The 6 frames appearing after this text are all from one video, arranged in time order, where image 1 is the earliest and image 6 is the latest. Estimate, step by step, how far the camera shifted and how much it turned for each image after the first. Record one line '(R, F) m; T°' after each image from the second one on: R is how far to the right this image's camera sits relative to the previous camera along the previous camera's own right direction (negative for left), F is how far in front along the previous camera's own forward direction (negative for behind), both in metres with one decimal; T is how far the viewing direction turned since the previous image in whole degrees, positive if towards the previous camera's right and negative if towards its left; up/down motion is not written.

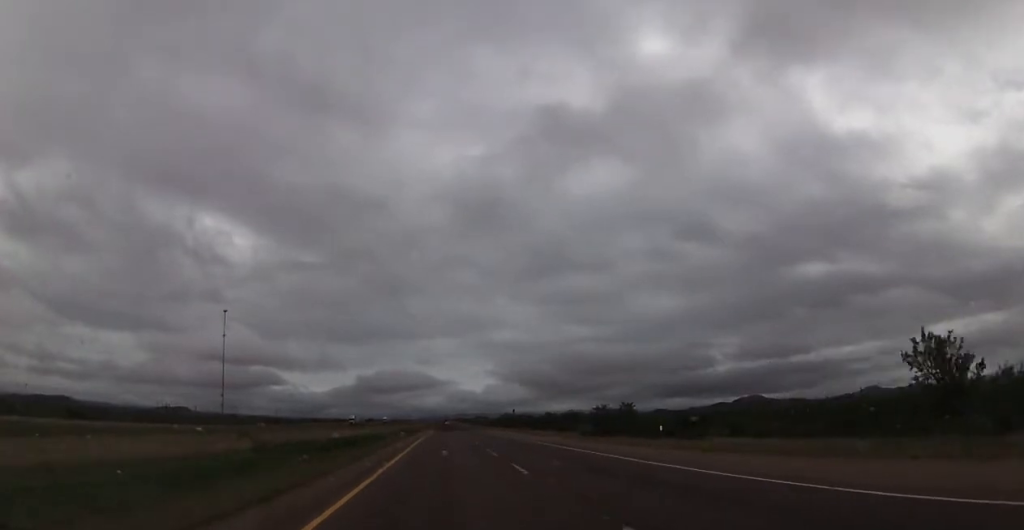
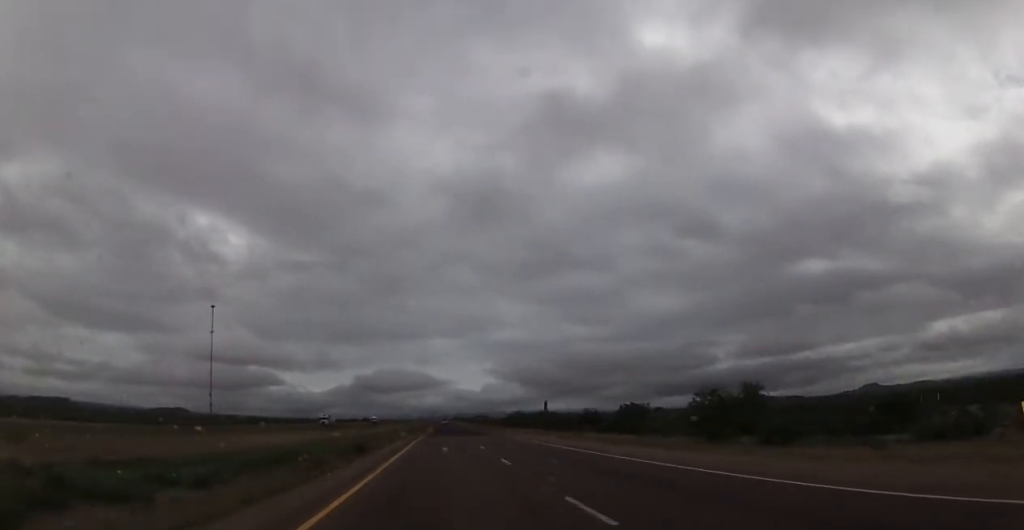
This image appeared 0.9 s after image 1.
(+0.1, +33.0) m; 0°
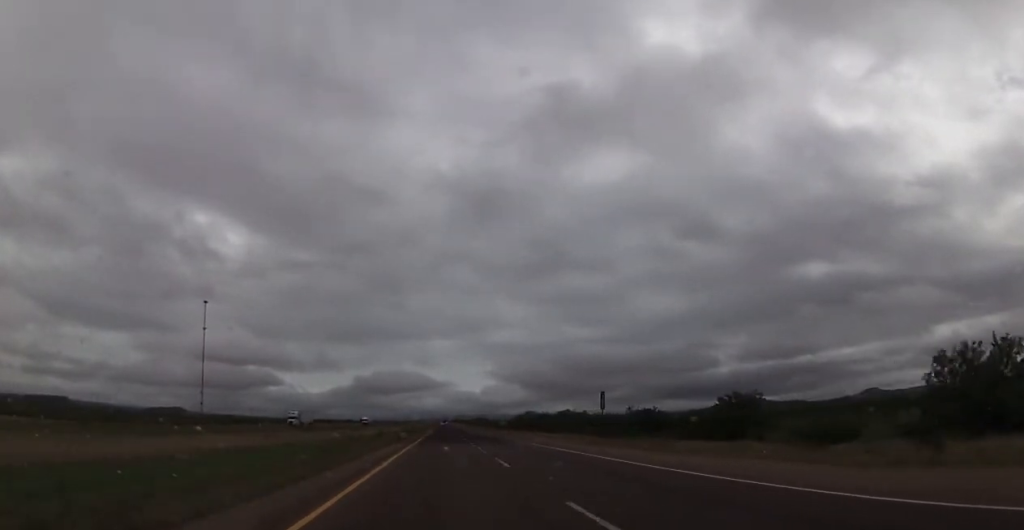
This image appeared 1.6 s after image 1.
(-0.1, +24.6) m; 0°
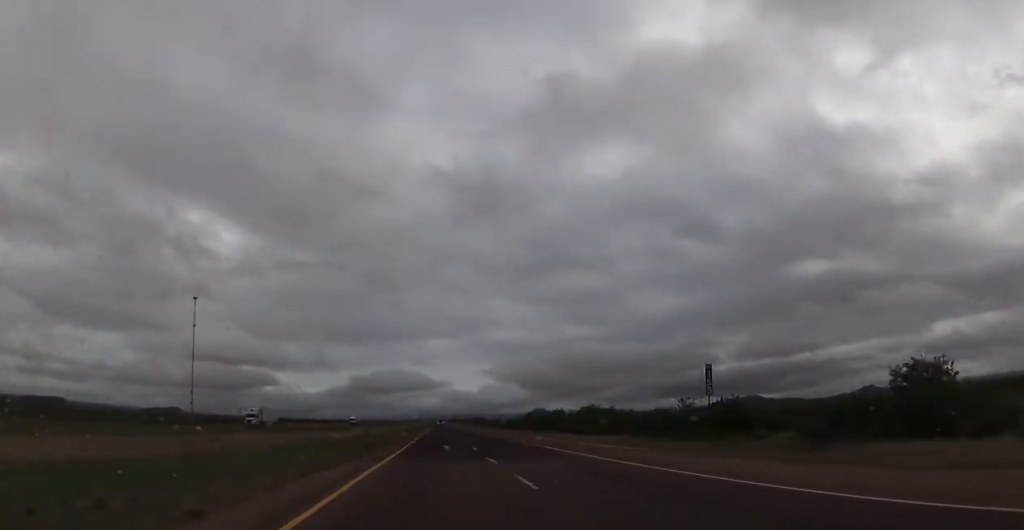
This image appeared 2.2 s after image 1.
(0.0, +18.8) m; 0°
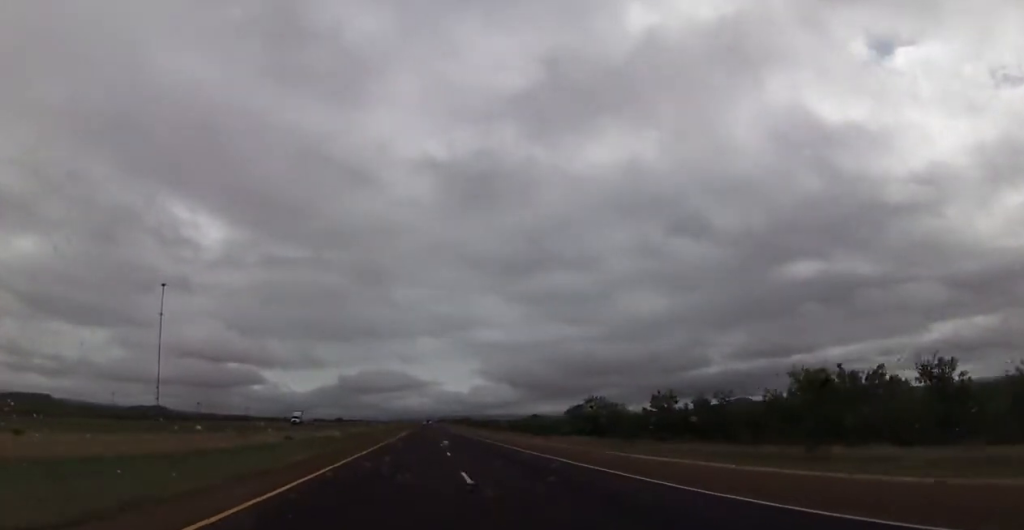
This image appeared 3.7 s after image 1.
(+0.6, +55.2) m; +1°
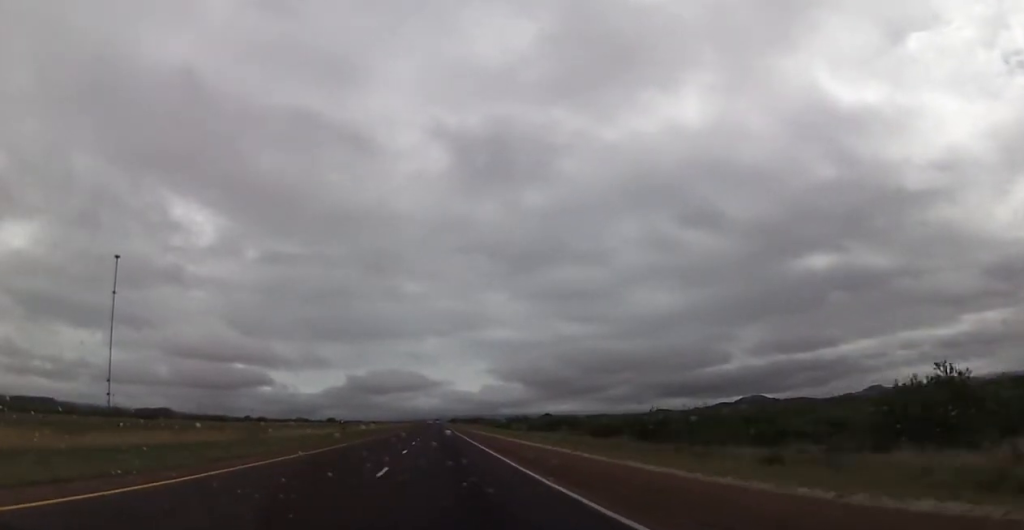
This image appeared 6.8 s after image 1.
(+0.3, +108.2) m; 0°
